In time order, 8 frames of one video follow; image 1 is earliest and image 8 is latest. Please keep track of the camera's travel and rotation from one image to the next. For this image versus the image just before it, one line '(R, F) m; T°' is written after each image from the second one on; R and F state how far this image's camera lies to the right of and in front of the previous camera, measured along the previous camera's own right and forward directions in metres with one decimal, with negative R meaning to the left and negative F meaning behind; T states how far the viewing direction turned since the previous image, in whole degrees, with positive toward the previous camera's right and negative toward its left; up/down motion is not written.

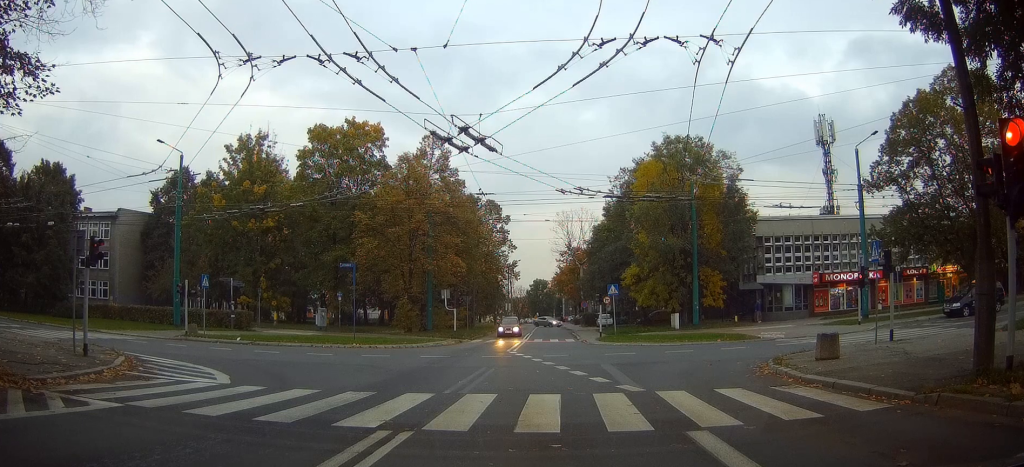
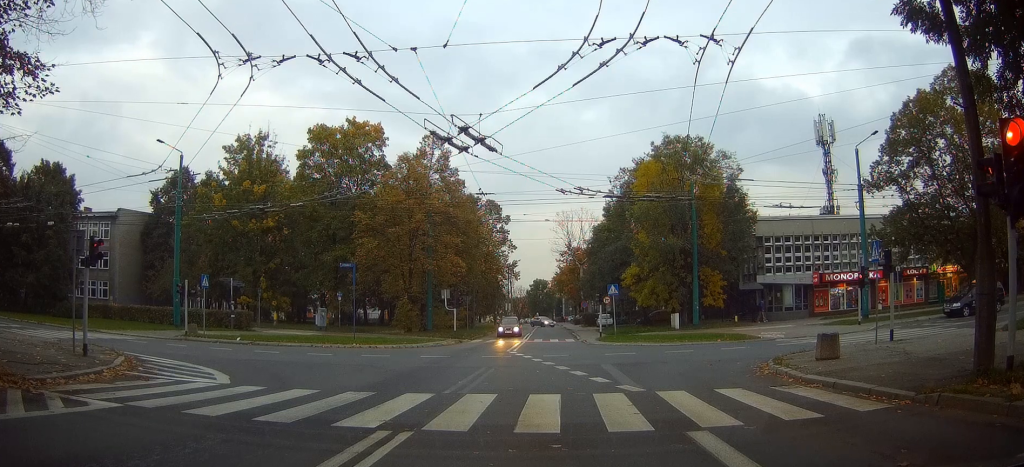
(0.0, 0.0) m; 0°
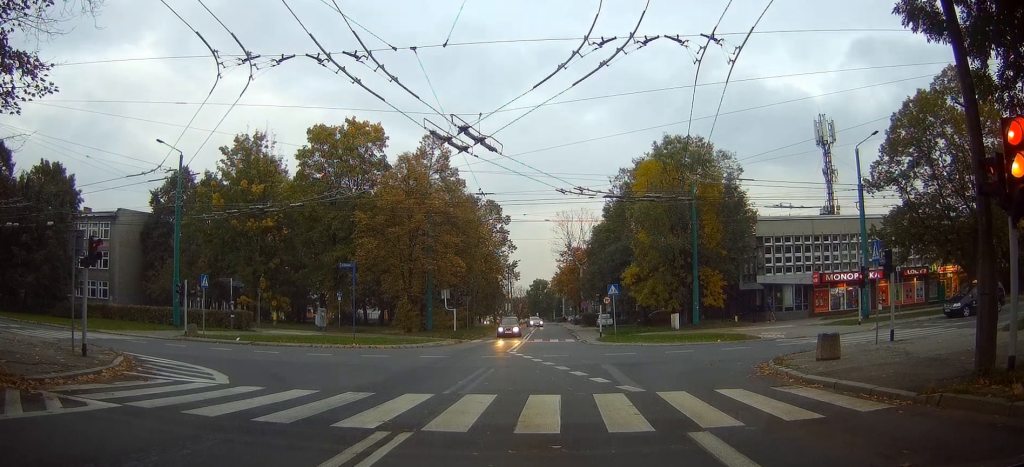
(0.0, 0.0) m; 0°
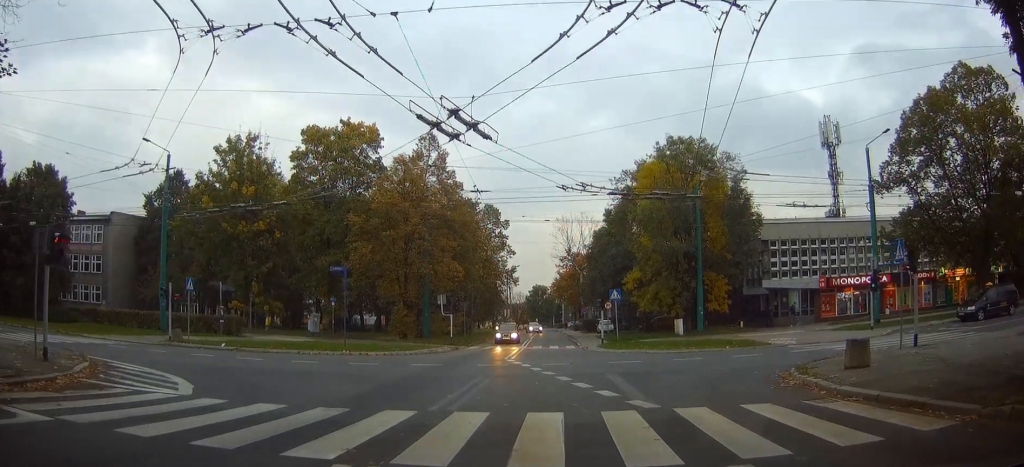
(0.0, +1.1) m; 0°
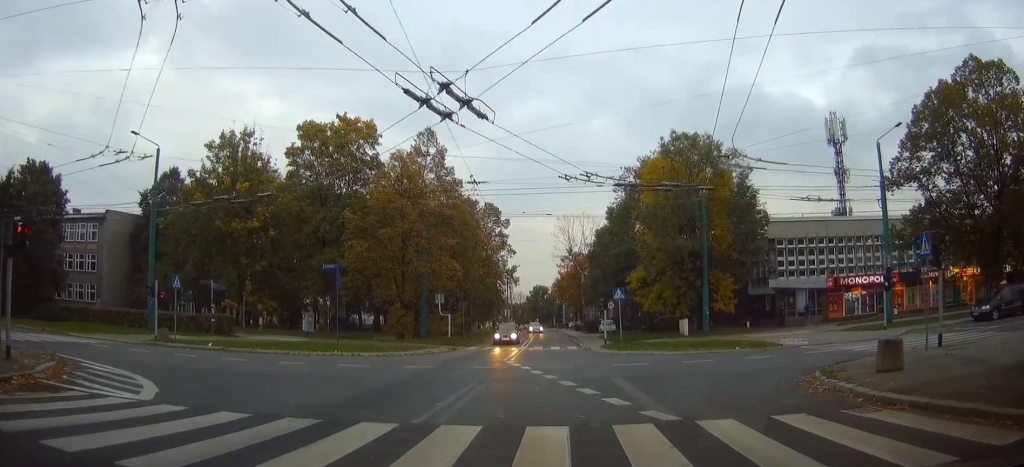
(0.0, +1.0) m; 0°
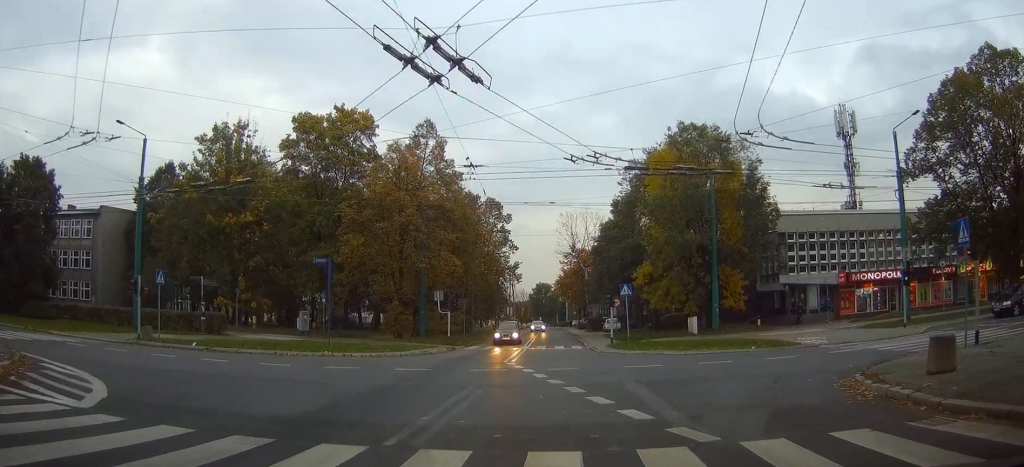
(0.0, +1.4) m; -1°
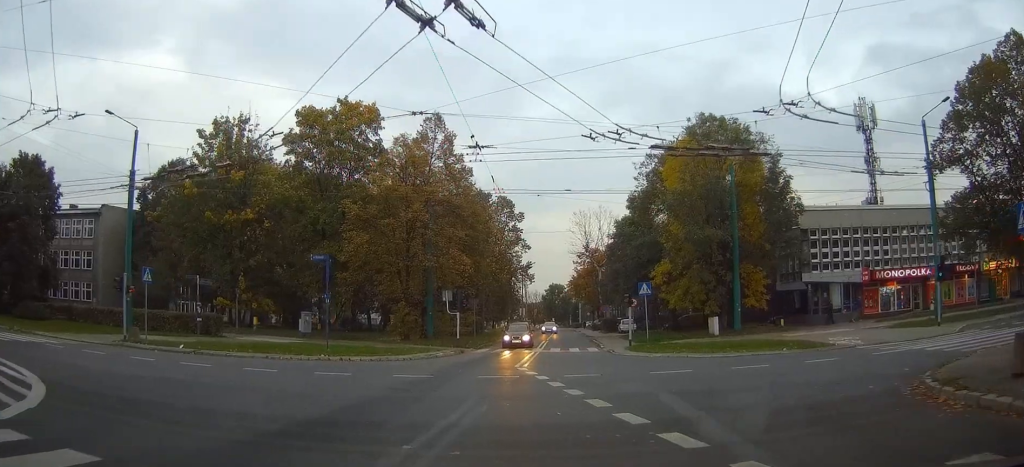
(0.0, +1.5) m; -2°
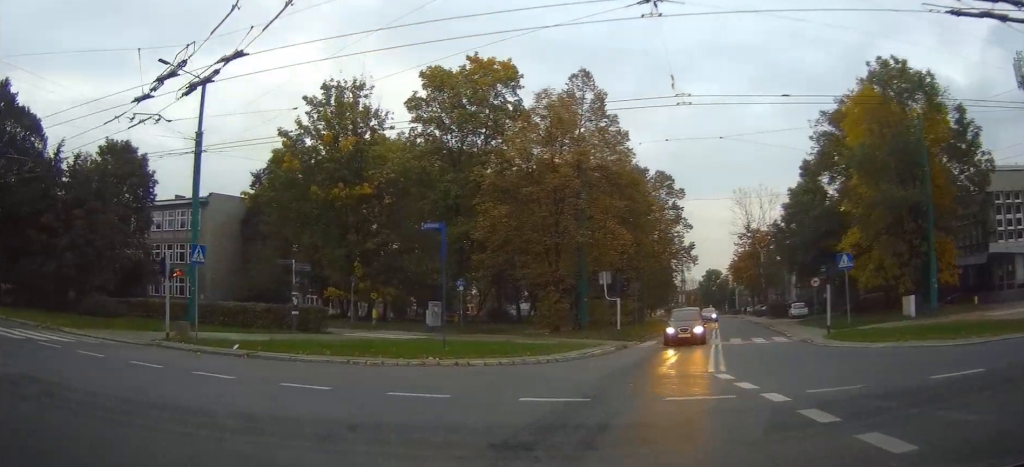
(-0.5, +5.6) m; -12°
